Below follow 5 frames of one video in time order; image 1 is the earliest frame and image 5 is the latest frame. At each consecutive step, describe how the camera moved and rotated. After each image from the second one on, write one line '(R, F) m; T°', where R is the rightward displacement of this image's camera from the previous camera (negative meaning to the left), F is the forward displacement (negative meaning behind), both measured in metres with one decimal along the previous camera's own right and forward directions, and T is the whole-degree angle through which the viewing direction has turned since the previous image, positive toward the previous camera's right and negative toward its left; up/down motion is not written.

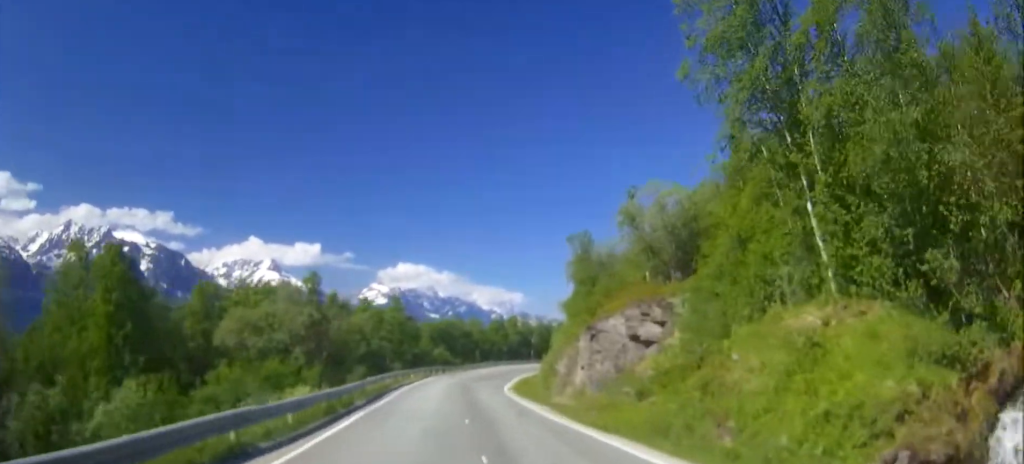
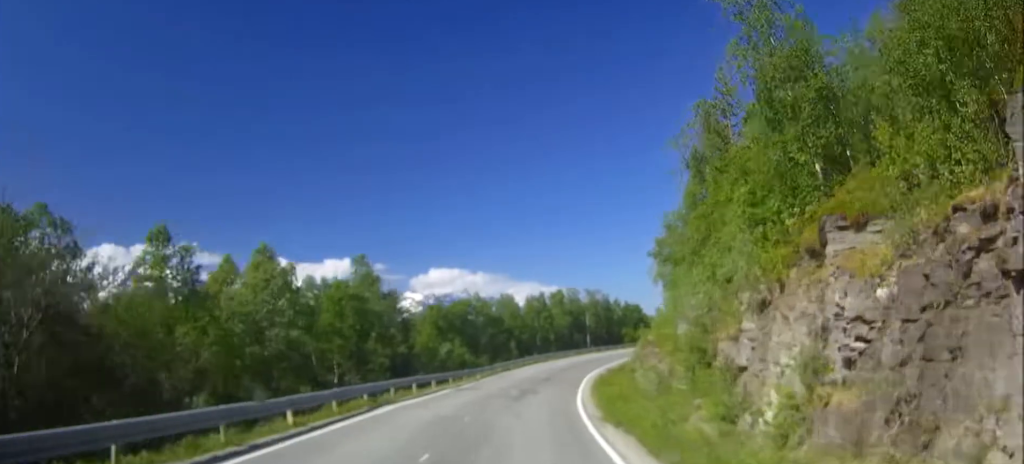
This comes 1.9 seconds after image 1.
(+0.9, +37.1) m; +7°
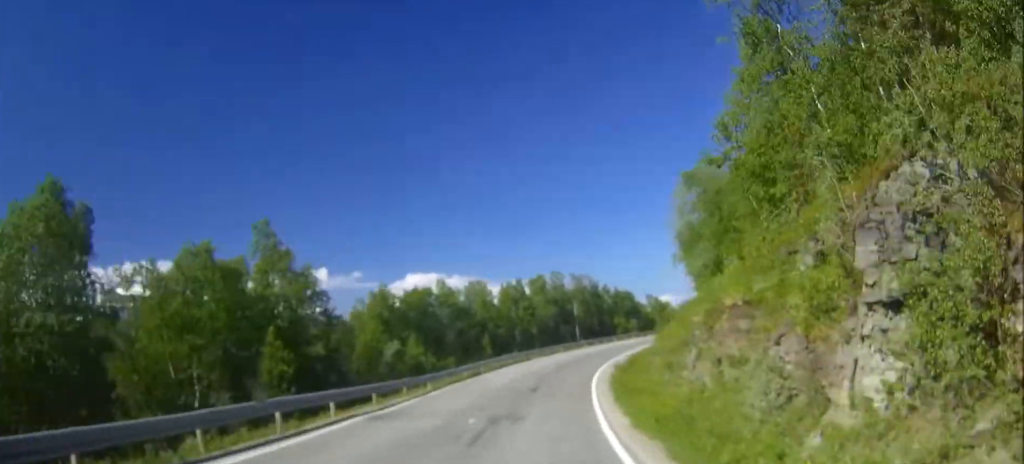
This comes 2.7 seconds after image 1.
(0.0, +16.4) m; 0°
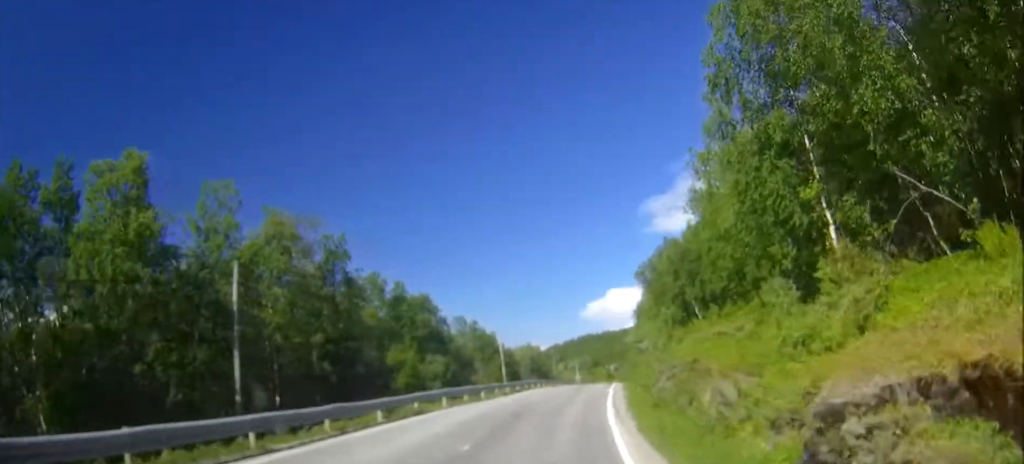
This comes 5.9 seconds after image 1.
(0.0, +63.2) m; 0°
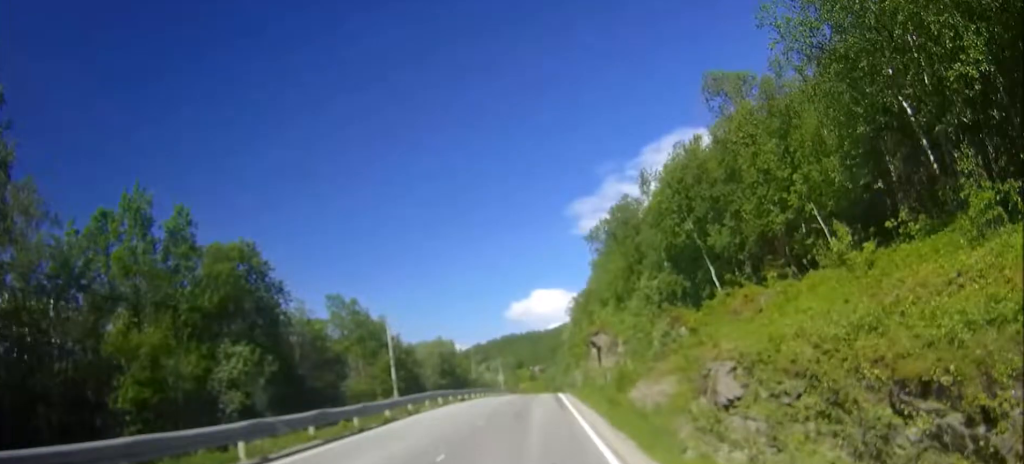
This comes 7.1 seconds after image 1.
(0.0, +24.0) m; 0°
